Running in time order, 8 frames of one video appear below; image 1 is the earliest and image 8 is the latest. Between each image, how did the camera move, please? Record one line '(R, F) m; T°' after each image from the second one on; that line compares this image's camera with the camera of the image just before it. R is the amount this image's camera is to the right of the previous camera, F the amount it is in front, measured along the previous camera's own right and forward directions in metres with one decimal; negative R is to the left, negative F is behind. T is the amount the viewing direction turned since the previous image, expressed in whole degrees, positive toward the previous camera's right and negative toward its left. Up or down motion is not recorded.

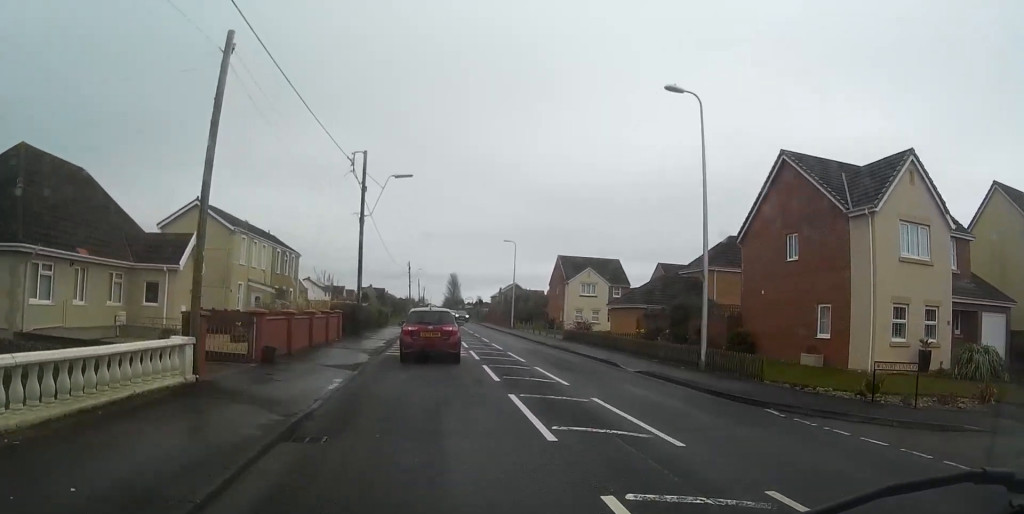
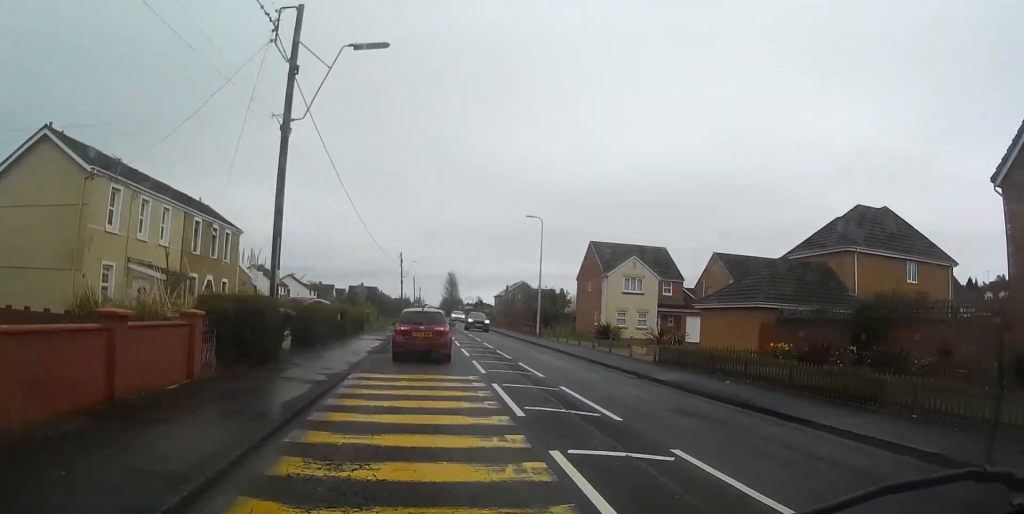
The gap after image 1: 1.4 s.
(+0.2, +15.6) m; +2°
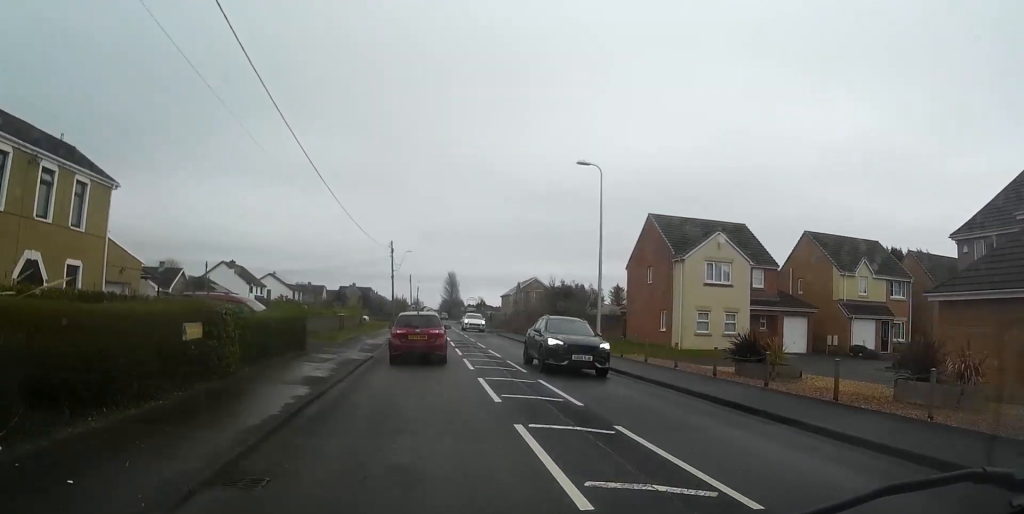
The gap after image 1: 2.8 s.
(-0.1, +15.6) m; -1°
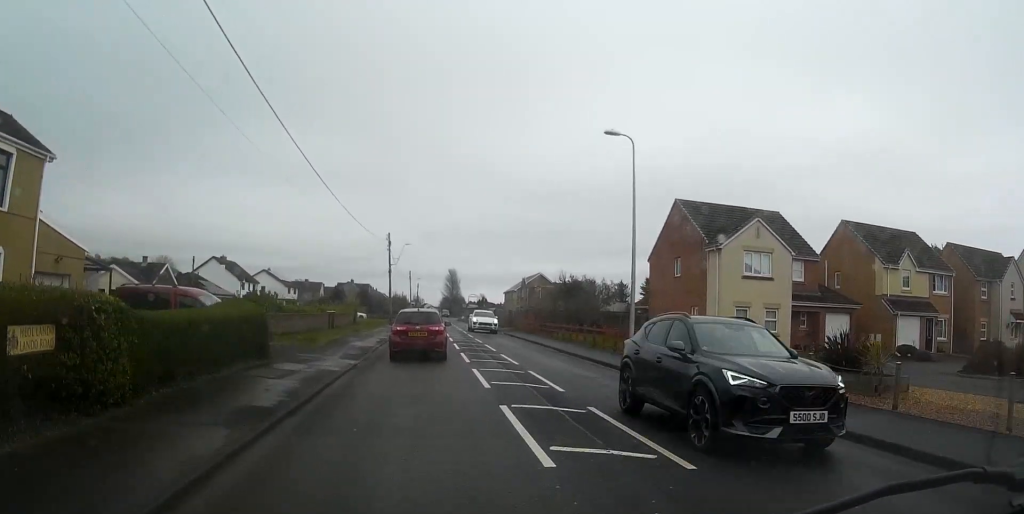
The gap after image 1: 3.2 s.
(0.0, +4.5) m; 0°
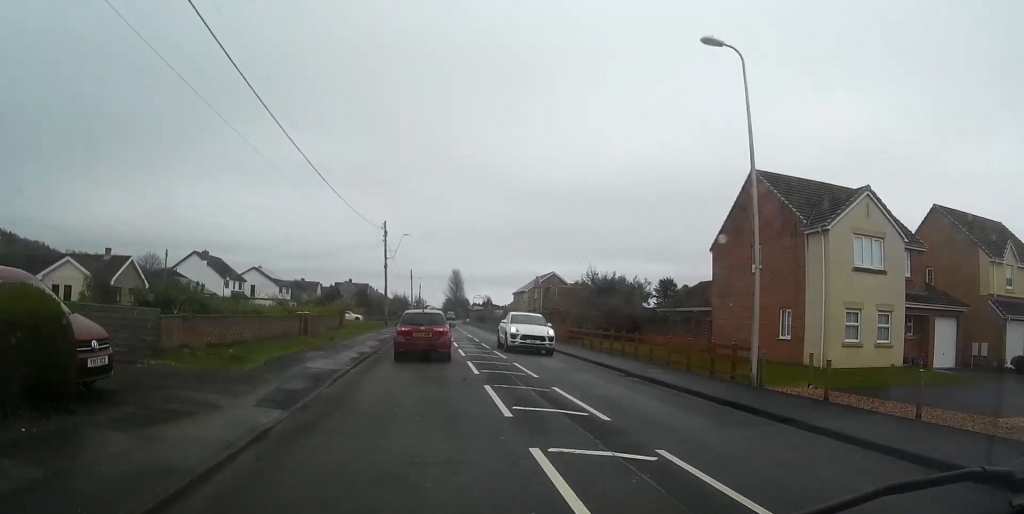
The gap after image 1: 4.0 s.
(0.0, +8.7) m; +1°
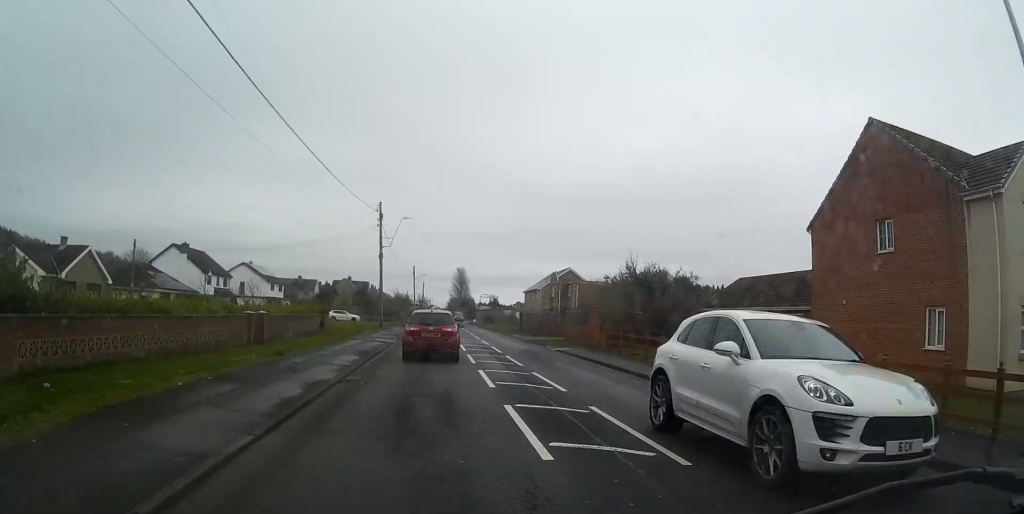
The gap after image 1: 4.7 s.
(+0.1, +8.5) m; +1°
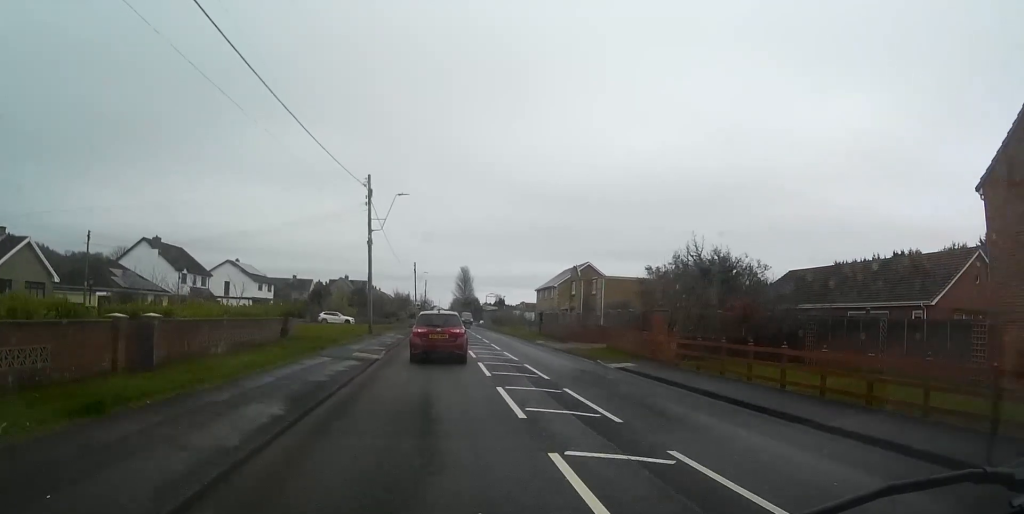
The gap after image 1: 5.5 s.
(0.0, +9.1) m; 0°
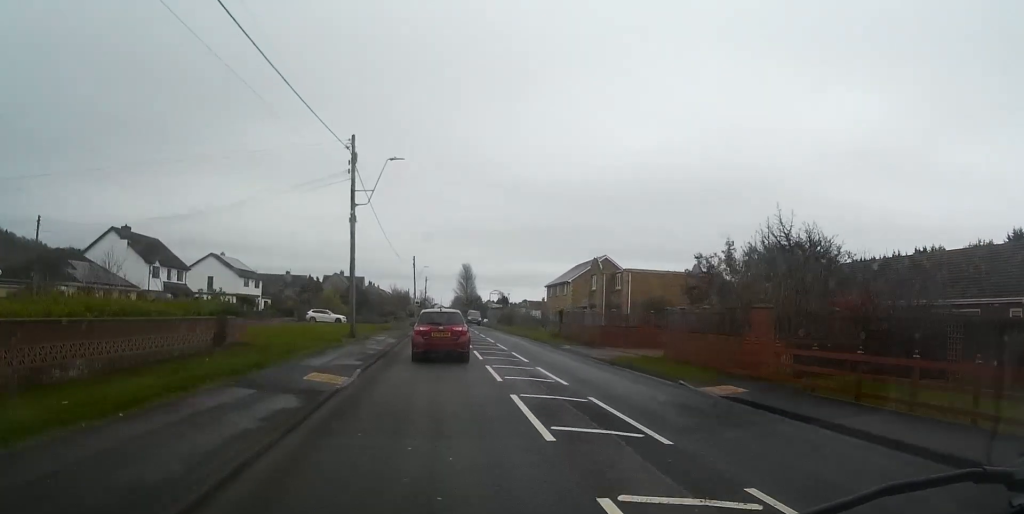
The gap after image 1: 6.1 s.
(0.0, +7.5) m; 0°
